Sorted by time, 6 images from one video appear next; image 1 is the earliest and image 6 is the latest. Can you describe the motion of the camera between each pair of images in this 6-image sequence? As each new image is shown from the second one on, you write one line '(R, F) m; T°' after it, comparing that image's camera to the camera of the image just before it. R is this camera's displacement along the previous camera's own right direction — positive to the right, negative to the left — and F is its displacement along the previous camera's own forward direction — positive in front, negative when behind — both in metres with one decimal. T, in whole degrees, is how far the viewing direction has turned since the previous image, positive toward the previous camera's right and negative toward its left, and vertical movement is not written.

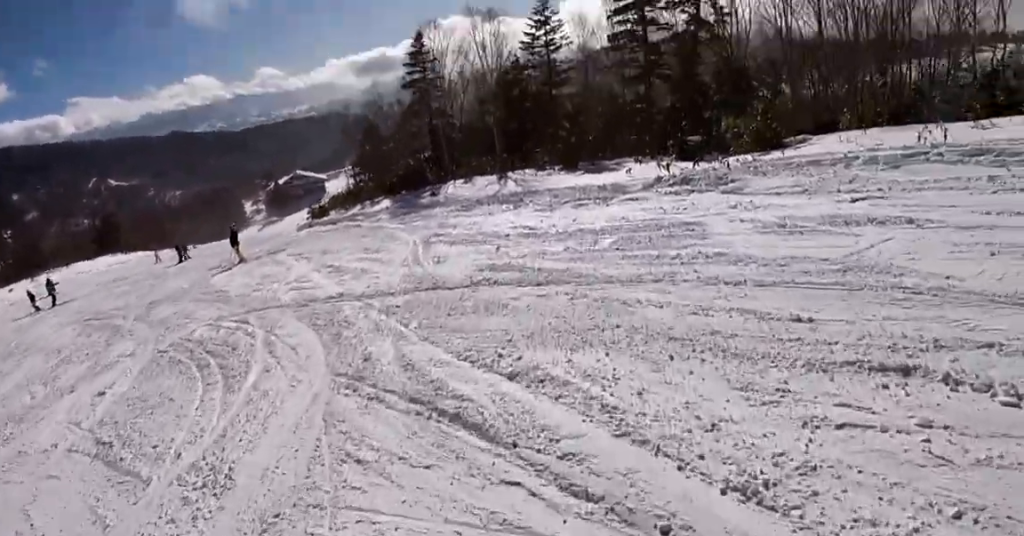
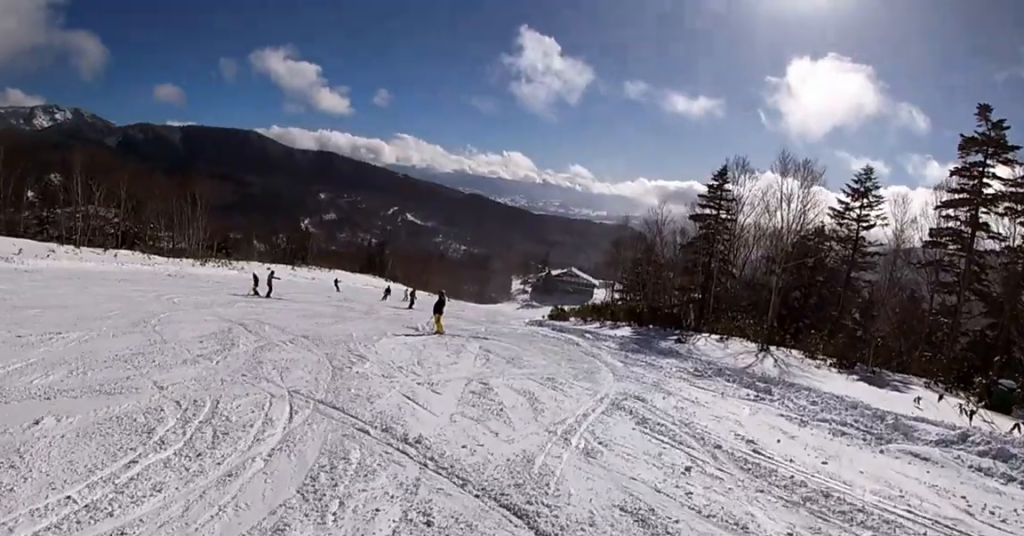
(+0.4, +3.9) m; -12°
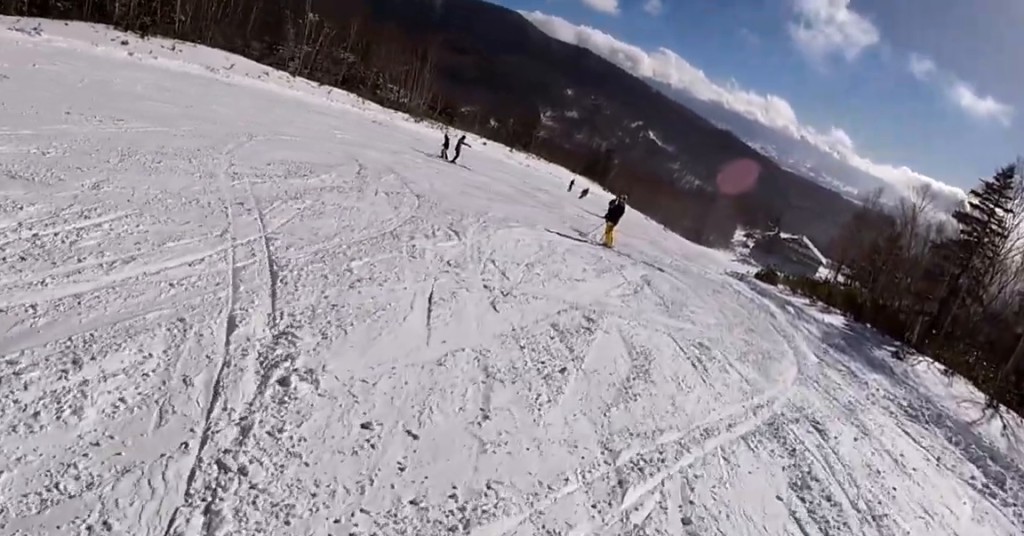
(-0.4, +3.4) m; -18°
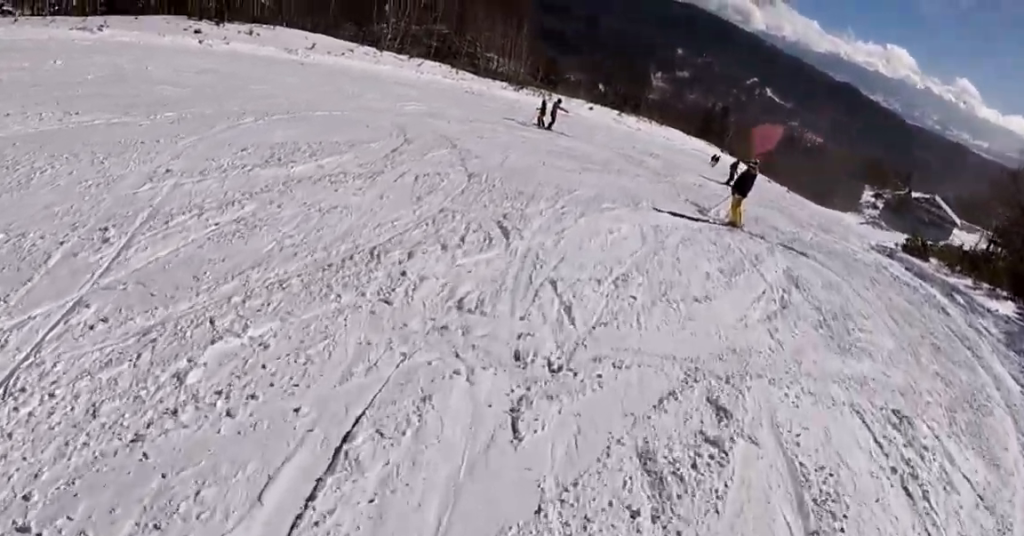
(-1.0, +3.4) m; -20°
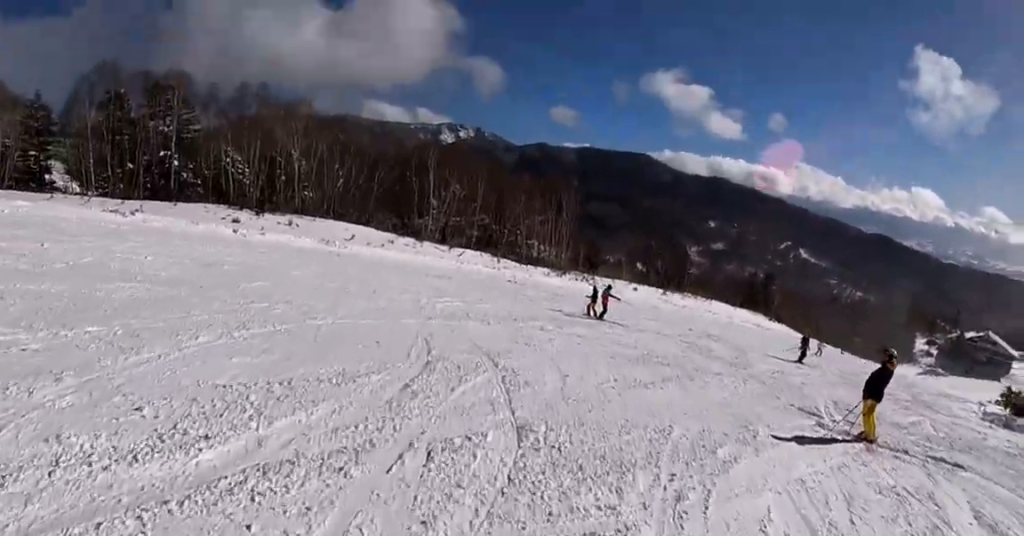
(-0.3, +3.5) m; +6°
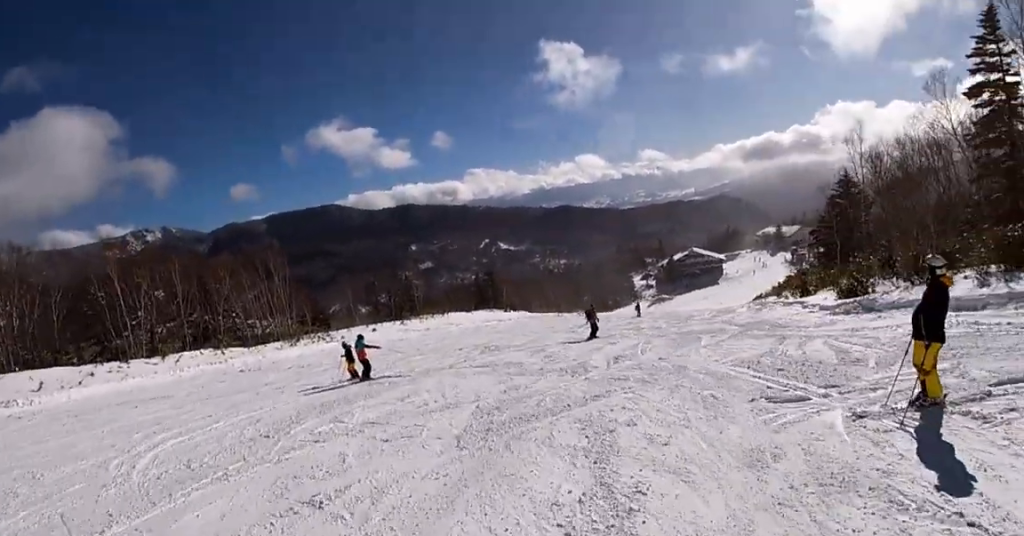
(+1.1, +6.1) m; +25°
